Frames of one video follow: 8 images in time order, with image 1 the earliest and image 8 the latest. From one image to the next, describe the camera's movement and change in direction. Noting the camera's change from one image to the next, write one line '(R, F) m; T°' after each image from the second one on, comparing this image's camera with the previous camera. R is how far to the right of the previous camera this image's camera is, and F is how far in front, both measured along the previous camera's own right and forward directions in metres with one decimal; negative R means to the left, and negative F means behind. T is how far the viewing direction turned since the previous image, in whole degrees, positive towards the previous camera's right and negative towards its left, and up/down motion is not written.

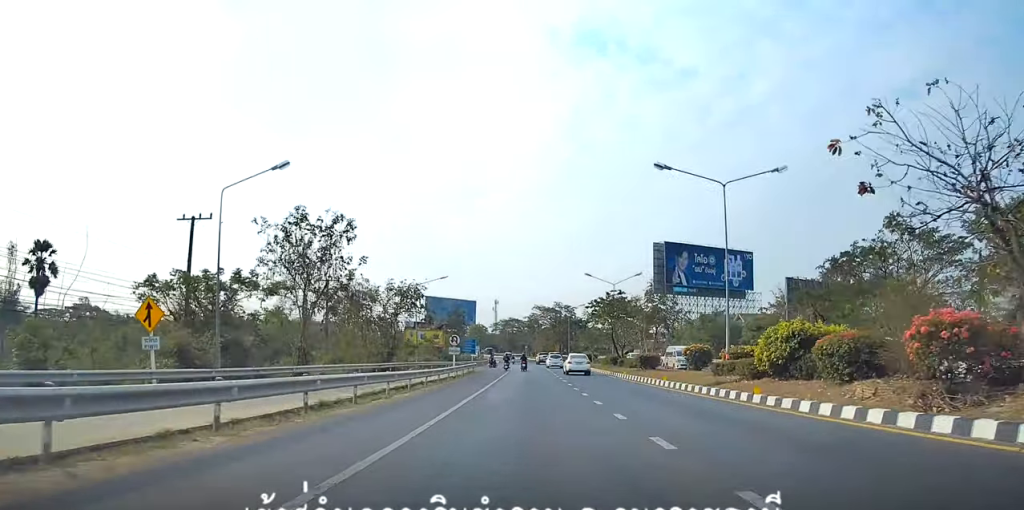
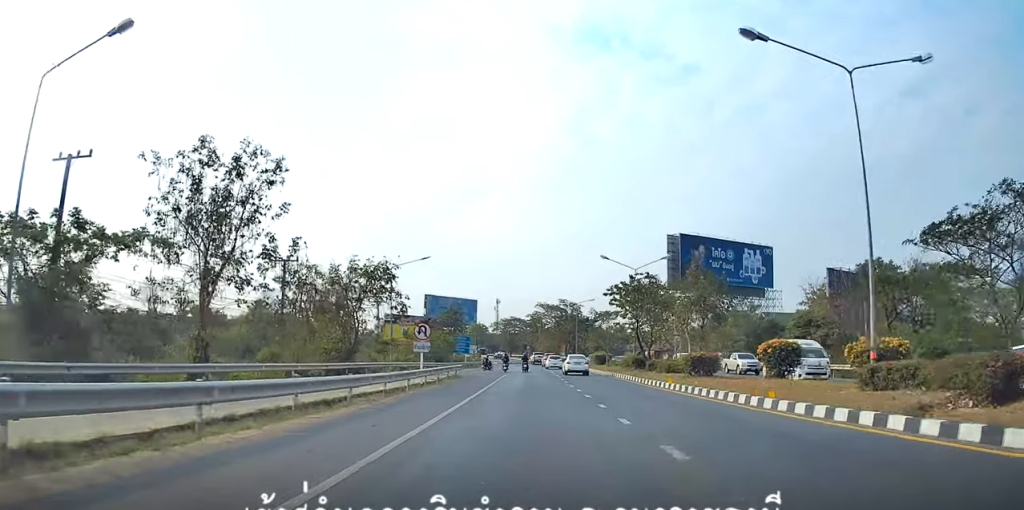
(-0.1, +12.3) m; 0°
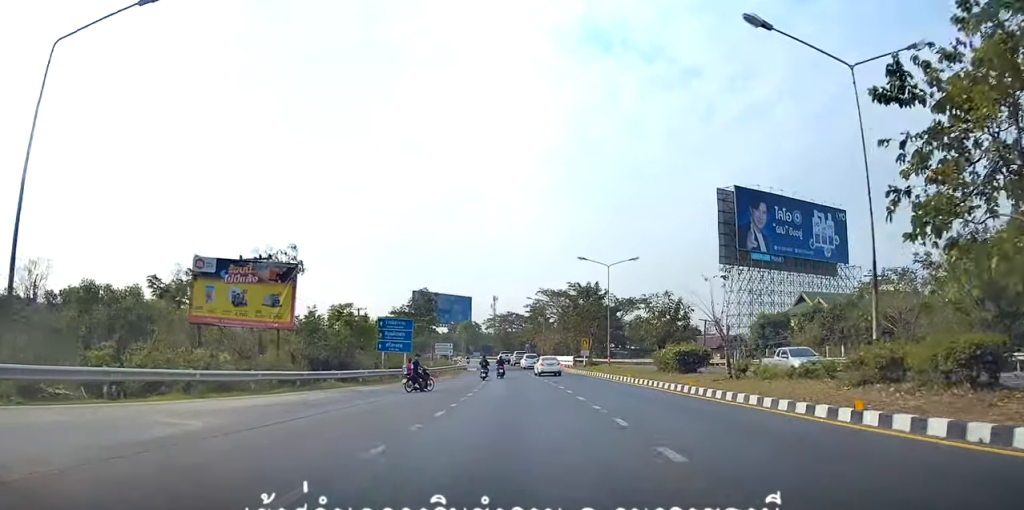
(+0.5, +40.6) m; 0°
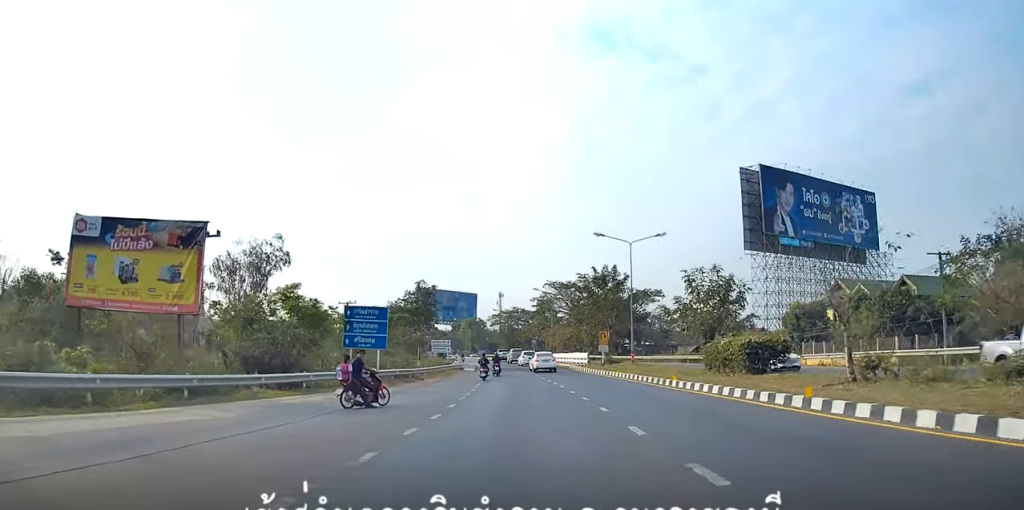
(-0.2, +10.8) m; 0°
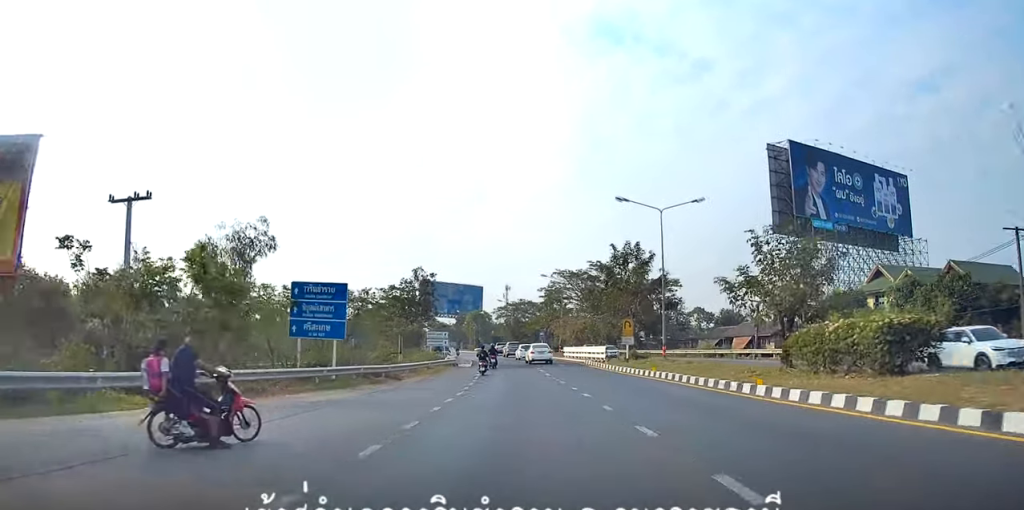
(+0.2, +11.7) m; 0°
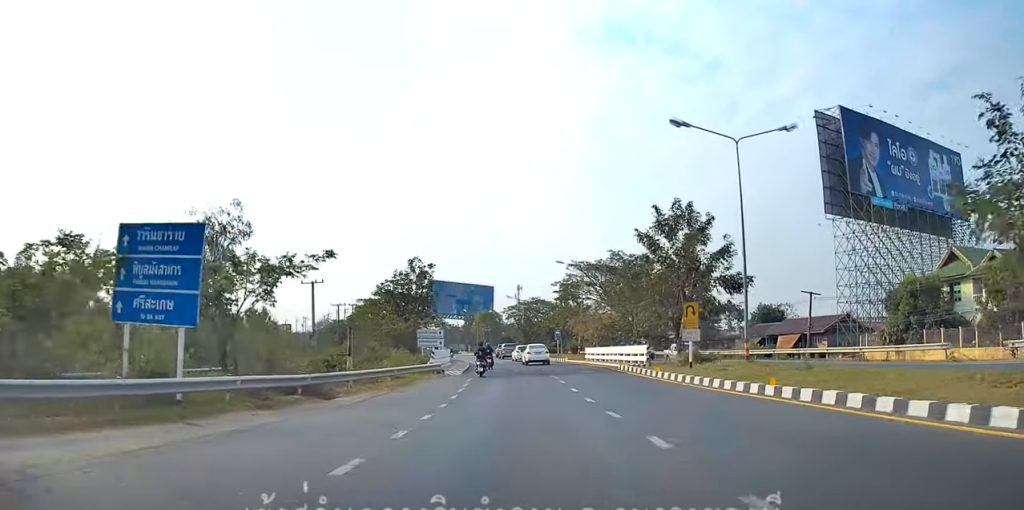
(0.0, +15.2) m; -2°
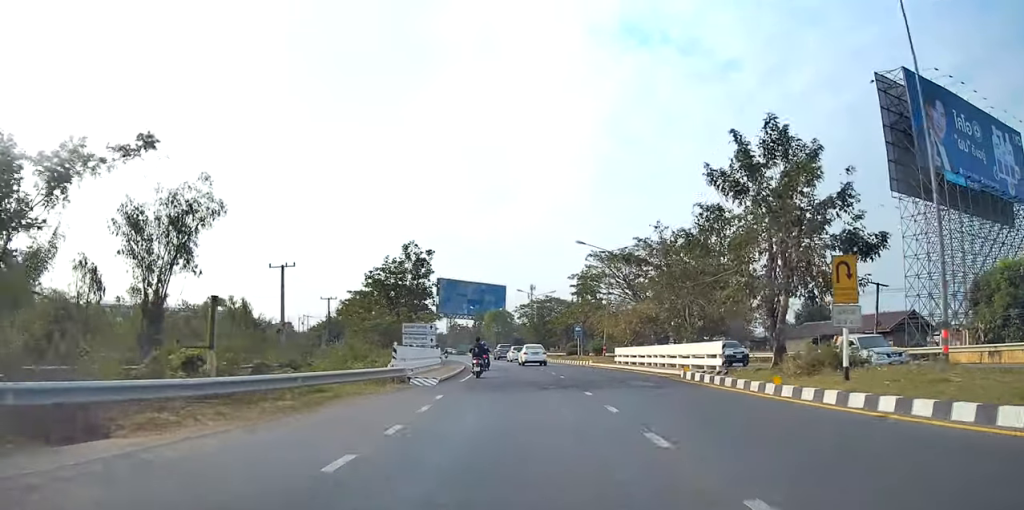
(-0.1, +13.2) m; -2°
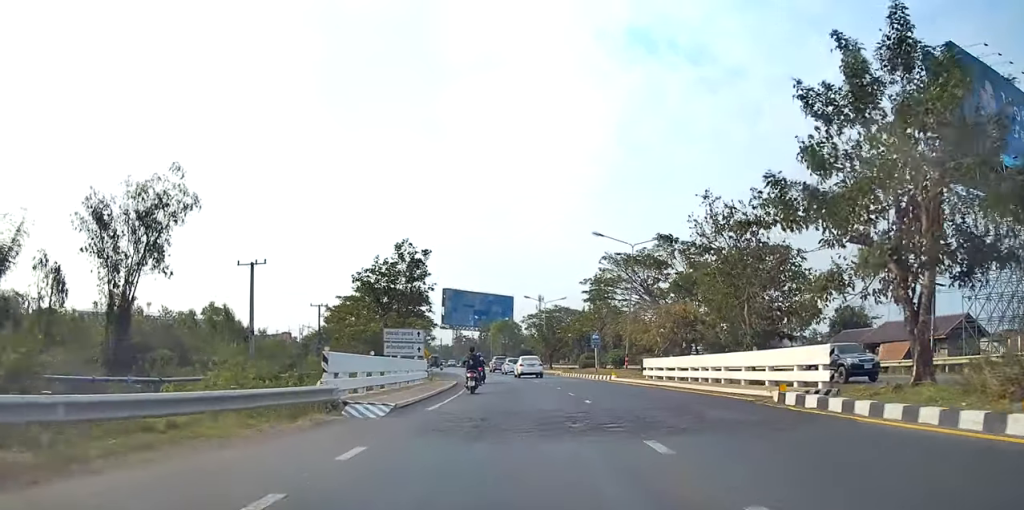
(-0.4, +8.9) m; 0°
